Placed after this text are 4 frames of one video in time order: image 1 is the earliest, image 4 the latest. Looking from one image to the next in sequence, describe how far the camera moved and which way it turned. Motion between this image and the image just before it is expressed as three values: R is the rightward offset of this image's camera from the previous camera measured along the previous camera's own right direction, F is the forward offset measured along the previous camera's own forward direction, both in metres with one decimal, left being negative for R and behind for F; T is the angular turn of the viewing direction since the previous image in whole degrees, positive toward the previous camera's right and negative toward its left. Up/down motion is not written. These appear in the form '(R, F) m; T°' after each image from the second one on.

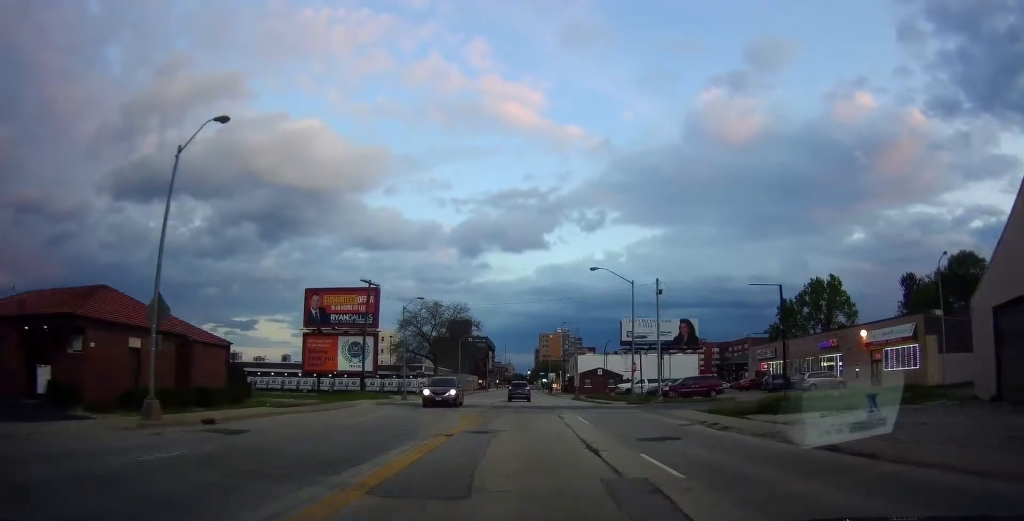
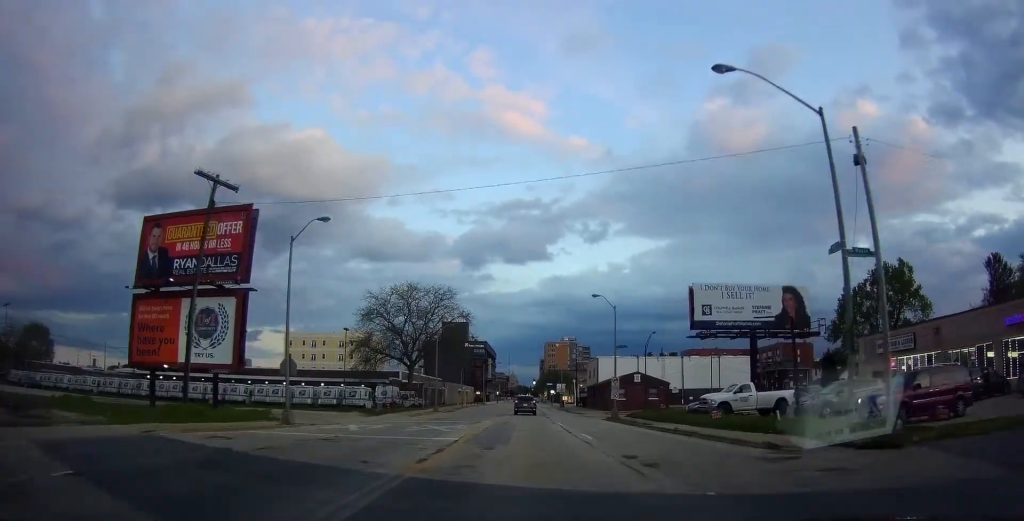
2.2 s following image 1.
(0.0, +28.3) m; 0°
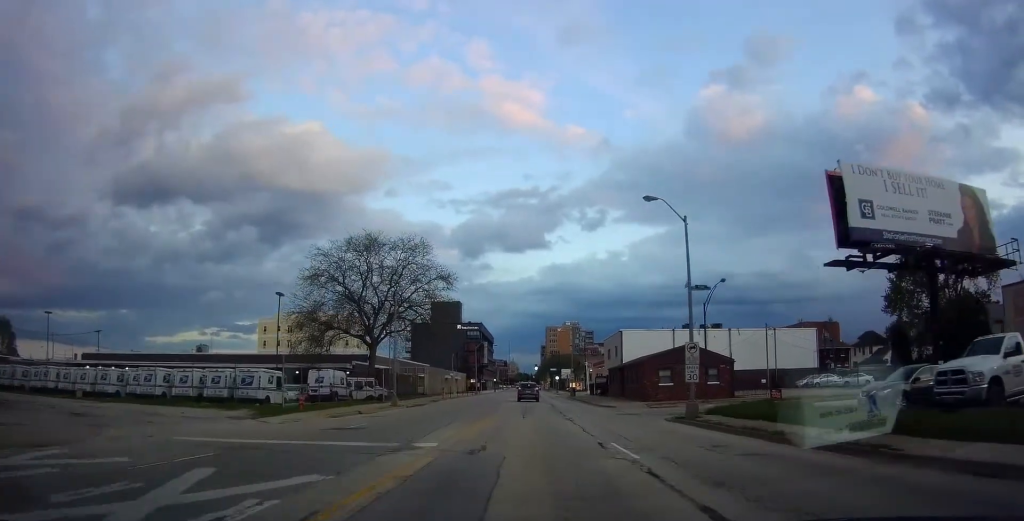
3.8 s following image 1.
(0.0, +21.2) m; 0°
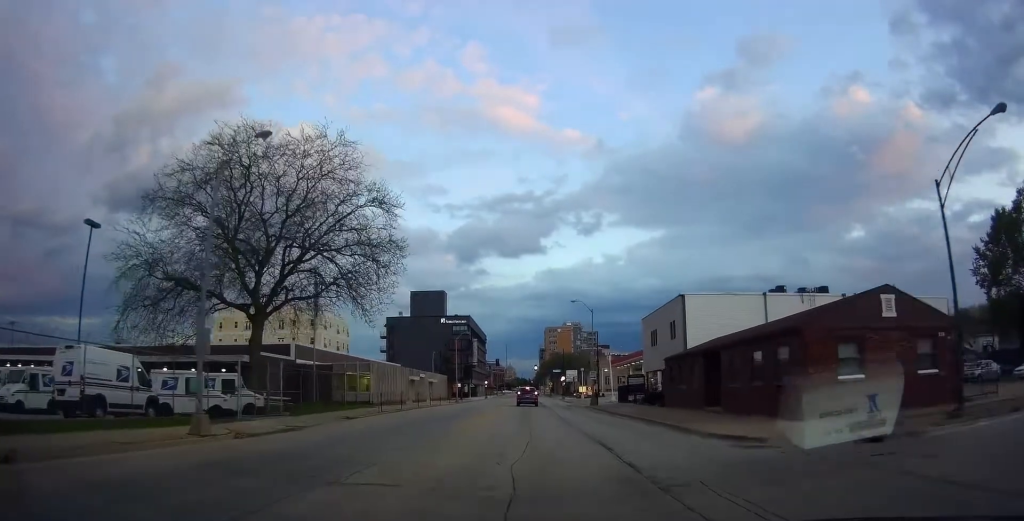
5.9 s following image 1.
(0.0, +27.1) m; 0°
